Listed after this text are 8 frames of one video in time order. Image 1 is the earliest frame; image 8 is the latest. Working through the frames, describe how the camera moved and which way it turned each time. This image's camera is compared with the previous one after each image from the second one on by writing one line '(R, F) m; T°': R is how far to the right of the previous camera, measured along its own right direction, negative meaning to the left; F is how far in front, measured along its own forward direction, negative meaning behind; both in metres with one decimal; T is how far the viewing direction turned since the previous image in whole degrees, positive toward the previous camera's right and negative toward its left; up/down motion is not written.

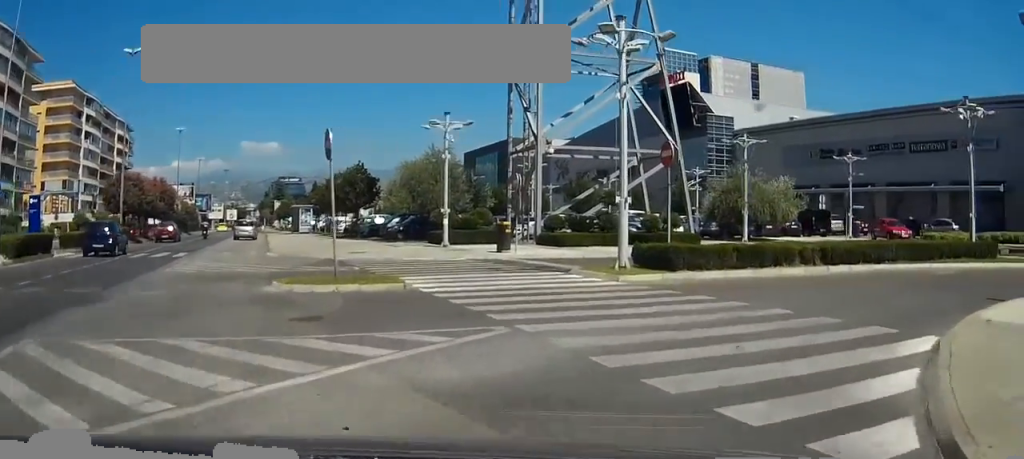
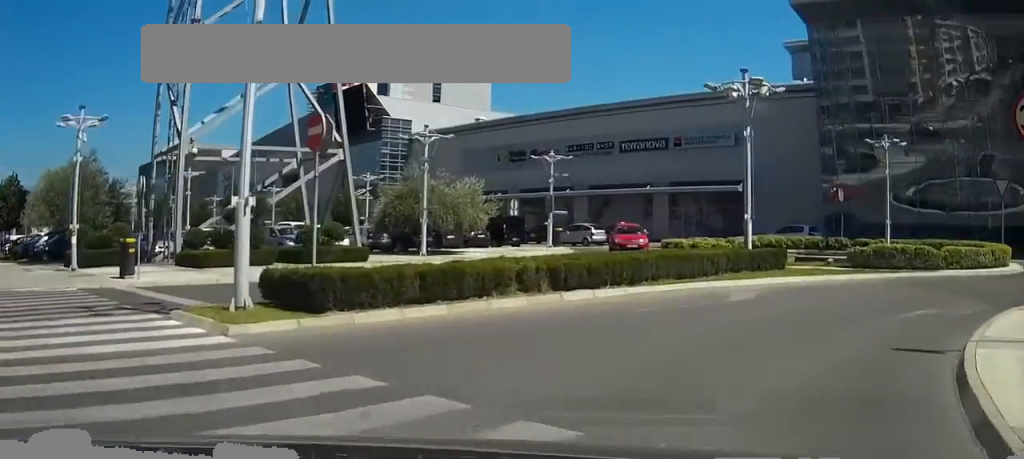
(+1.0, +5.8) m; +24°
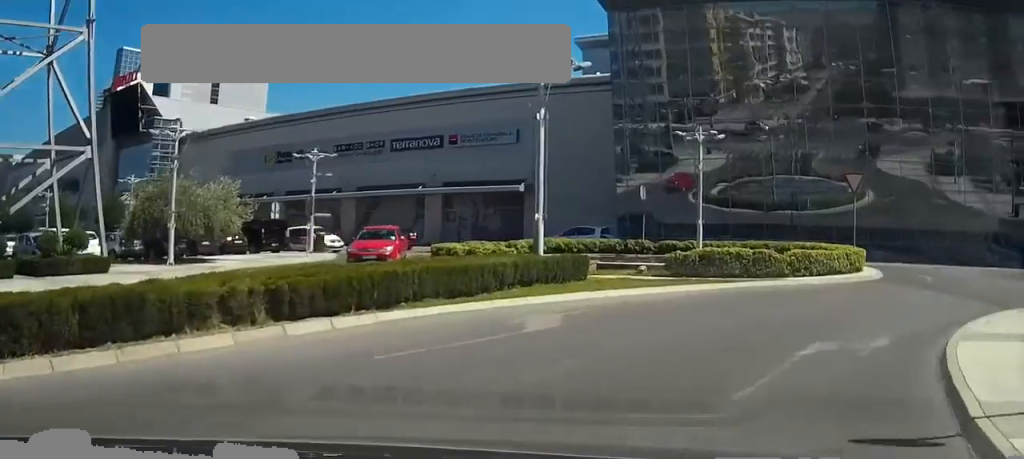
(+0.6, +3.7) m; +20°
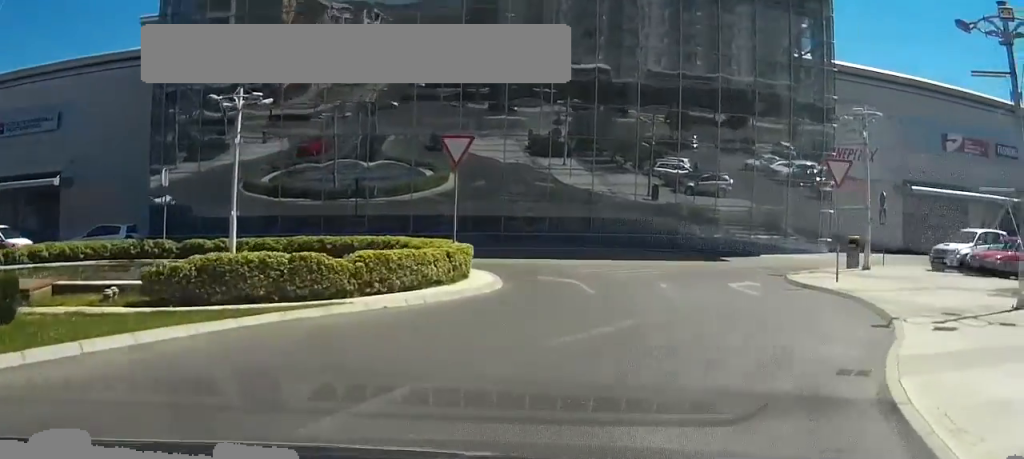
(+2.3, +7.1) m; +29°
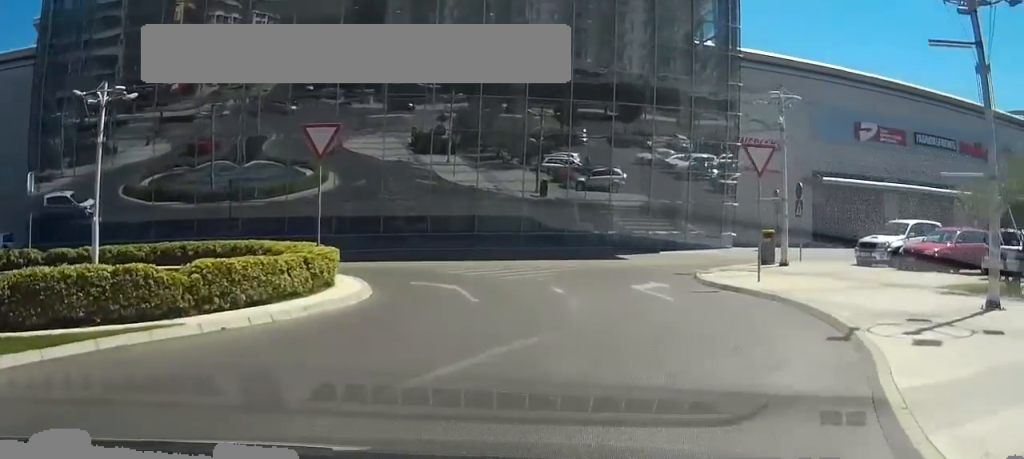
(+0.2, +2.2) m; +2°
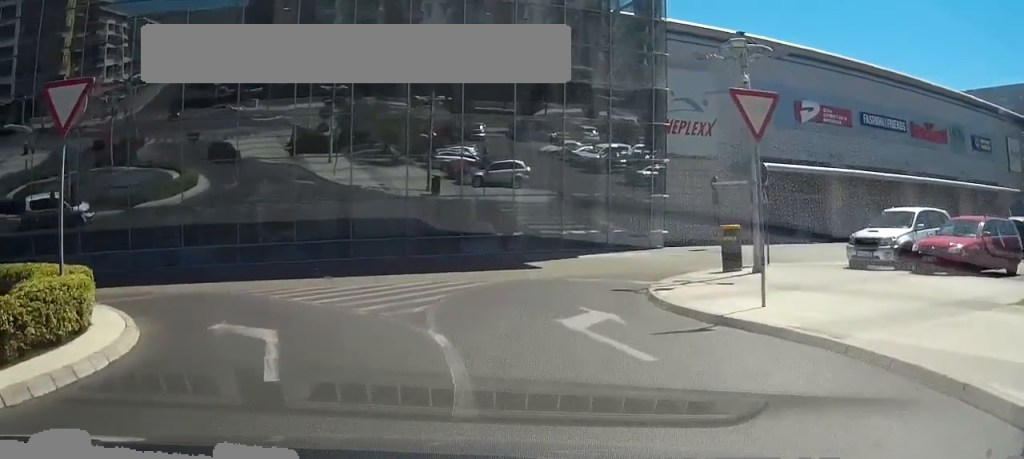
(+0.2, +5.8) m; +2°
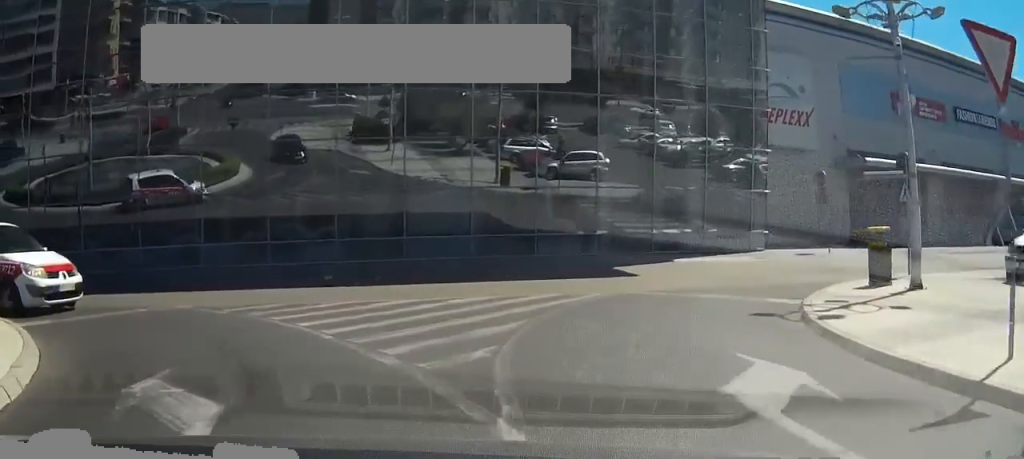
(0.0, +3.2) m; 0°
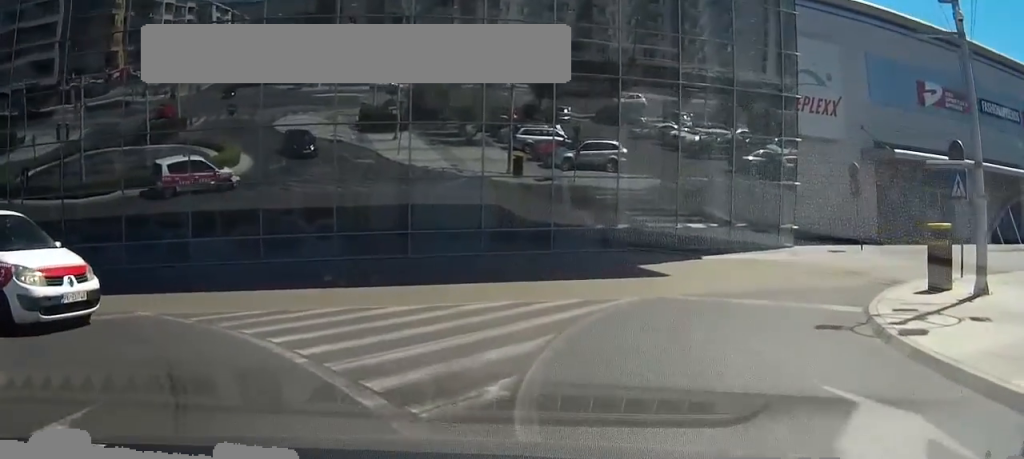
(0.0, +1.6) m; 0°
